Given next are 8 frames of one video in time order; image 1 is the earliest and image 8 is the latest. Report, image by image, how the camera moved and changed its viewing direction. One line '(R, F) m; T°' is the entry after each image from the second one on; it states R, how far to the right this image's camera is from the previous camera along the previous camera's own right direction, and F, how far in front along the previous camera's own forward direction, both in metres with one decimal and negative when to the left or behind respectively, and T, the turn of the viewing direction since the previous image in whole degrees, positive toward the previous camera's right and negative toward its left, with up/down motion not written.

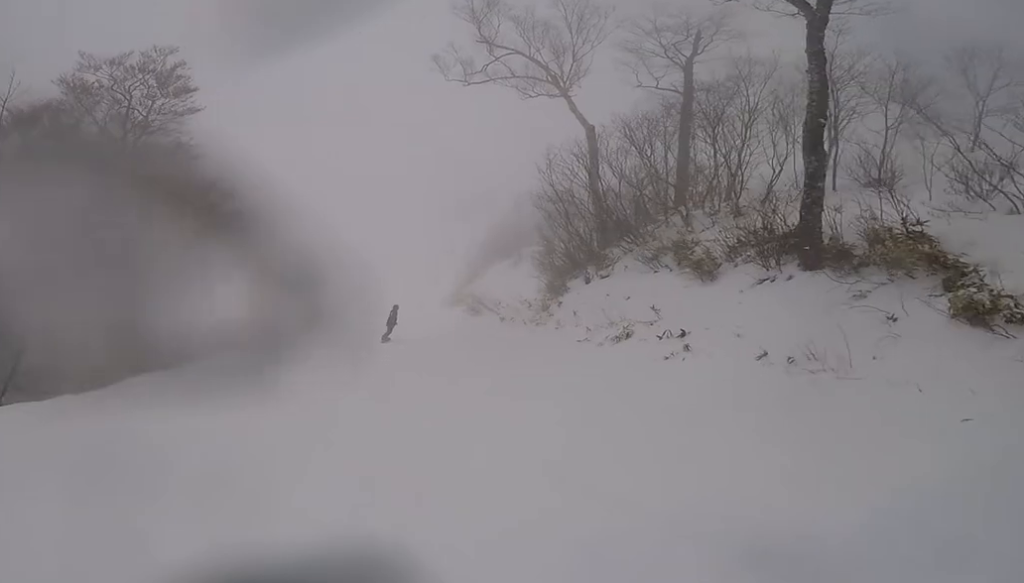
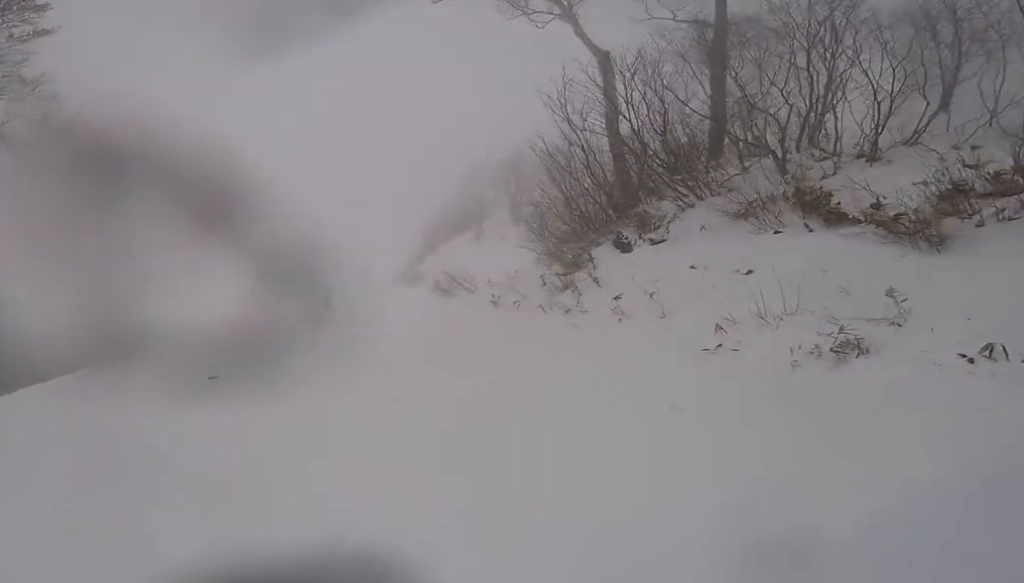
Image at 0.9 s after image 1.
(0.0, +5.6) m; +17°
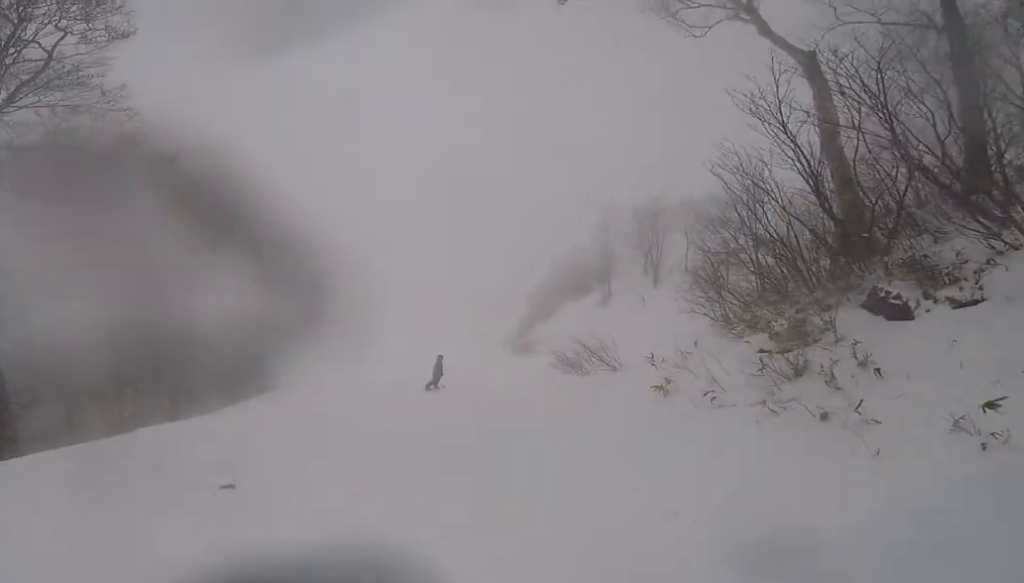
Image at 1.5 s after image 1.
(+0.9, +3.5) m; +2°
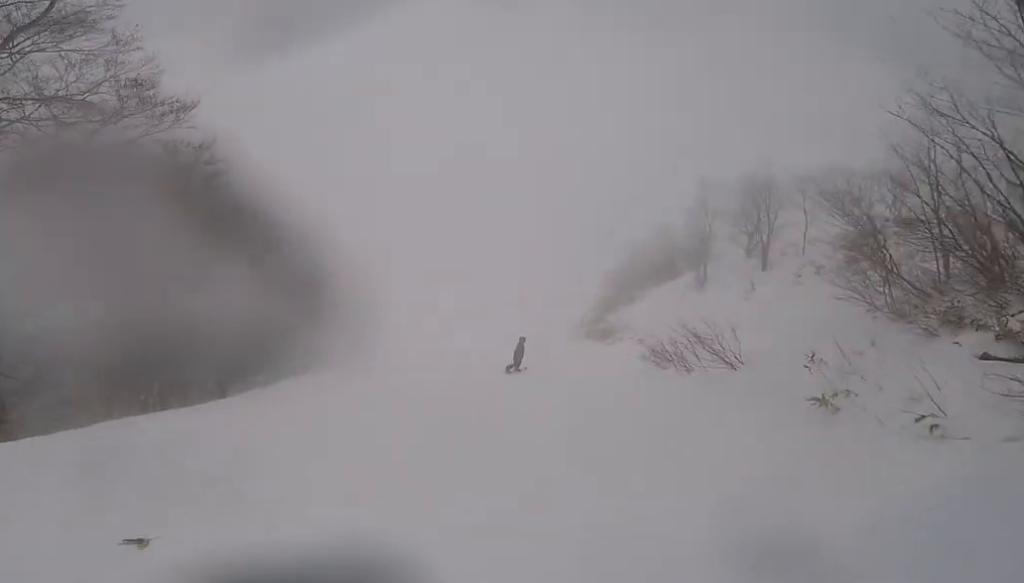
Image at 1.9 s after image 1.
(+0.8, +2.4) m; 0°
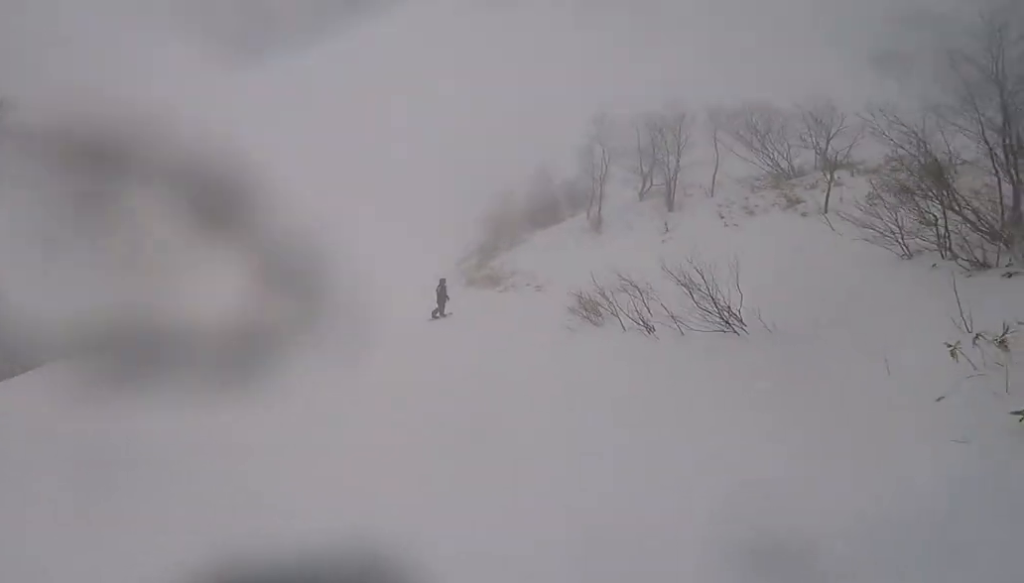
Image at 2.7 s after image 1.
(-1.0, +4.6) m; -10°
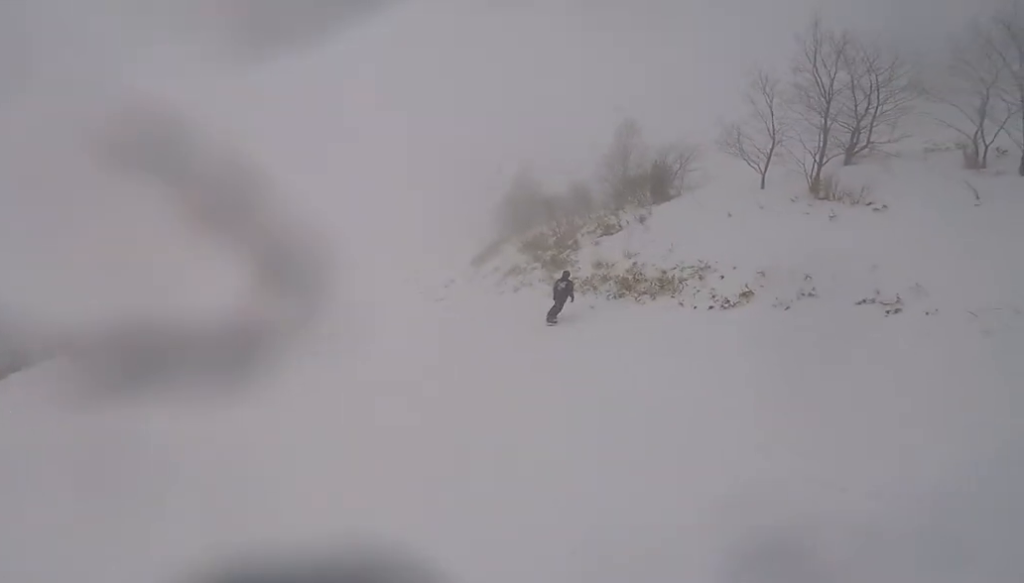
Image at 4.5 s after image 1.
(-1.1, +12.7) m; +1°
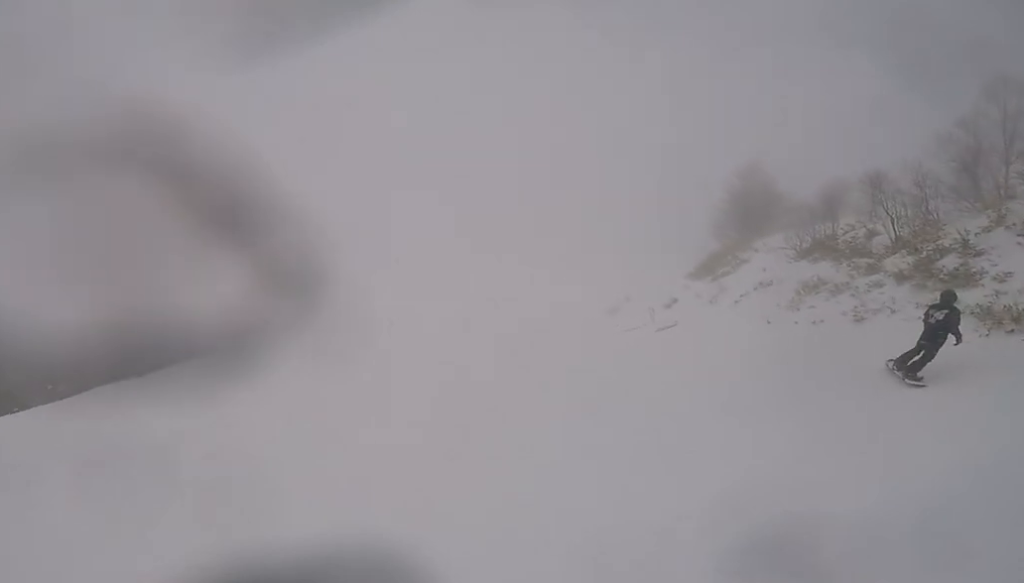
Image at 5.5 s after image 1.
(+0.6, +7.7) m; +4°
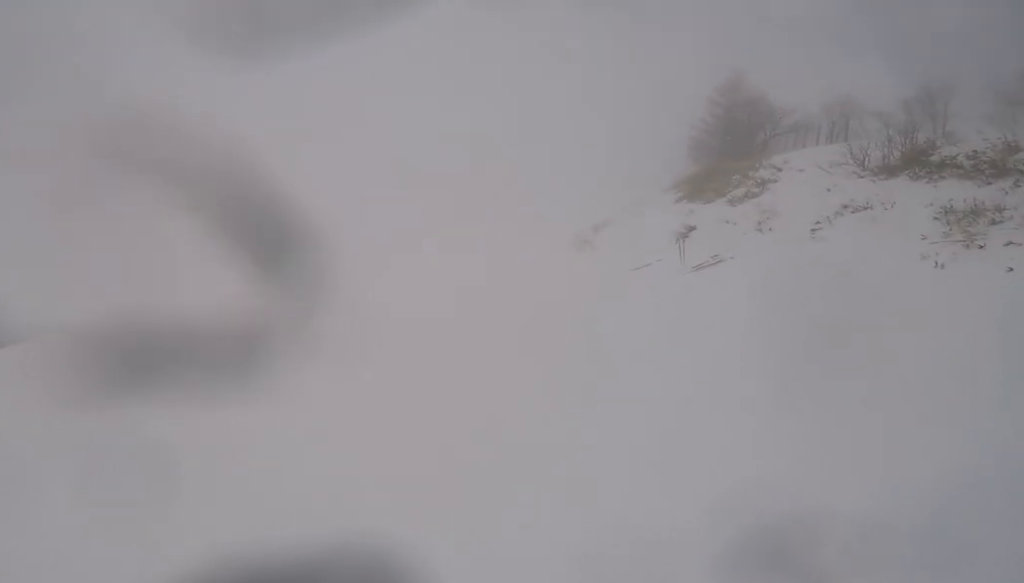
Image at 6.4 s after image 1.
(+0.1, +6.8) m; -1°
